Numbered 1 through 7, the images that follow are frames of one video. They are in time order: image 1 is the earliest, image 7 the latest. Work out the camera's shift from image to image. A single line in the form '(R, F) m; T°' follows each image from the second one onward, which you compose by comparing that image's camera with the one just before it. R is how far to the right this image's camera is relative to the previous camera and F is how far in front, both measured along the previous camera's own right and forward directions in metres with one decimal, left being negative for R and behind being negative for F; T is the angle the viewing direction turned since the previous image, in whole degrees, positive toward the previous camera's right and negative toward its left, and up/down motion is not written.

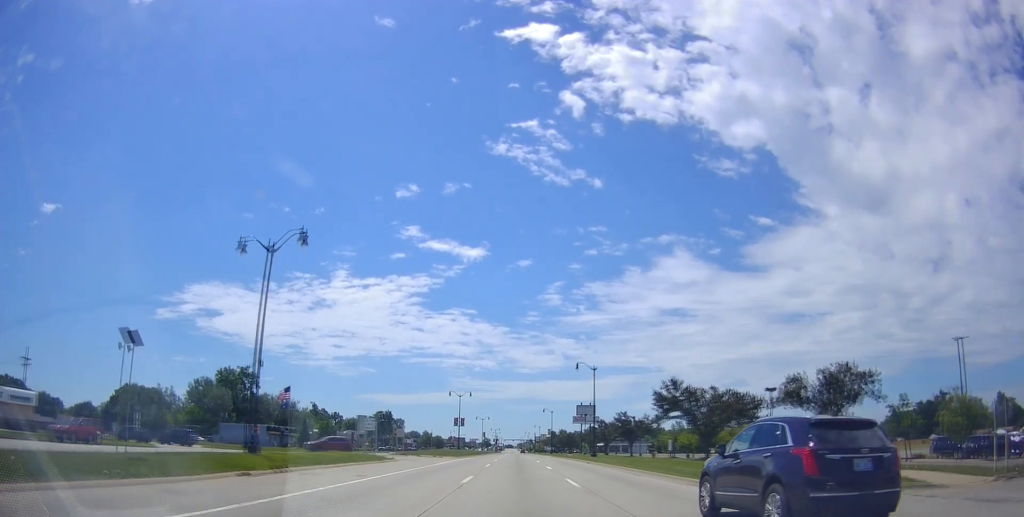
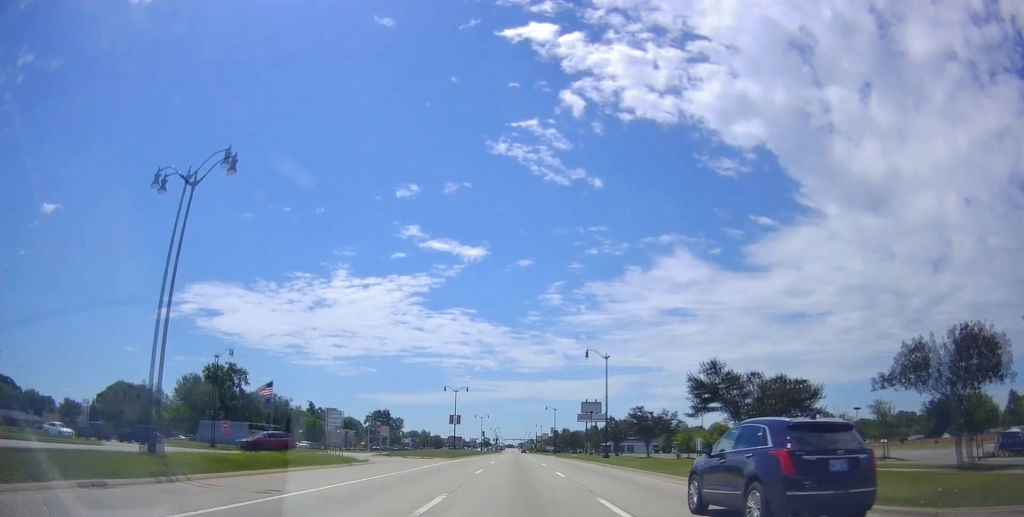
(0.0, +8.7) m; 0°
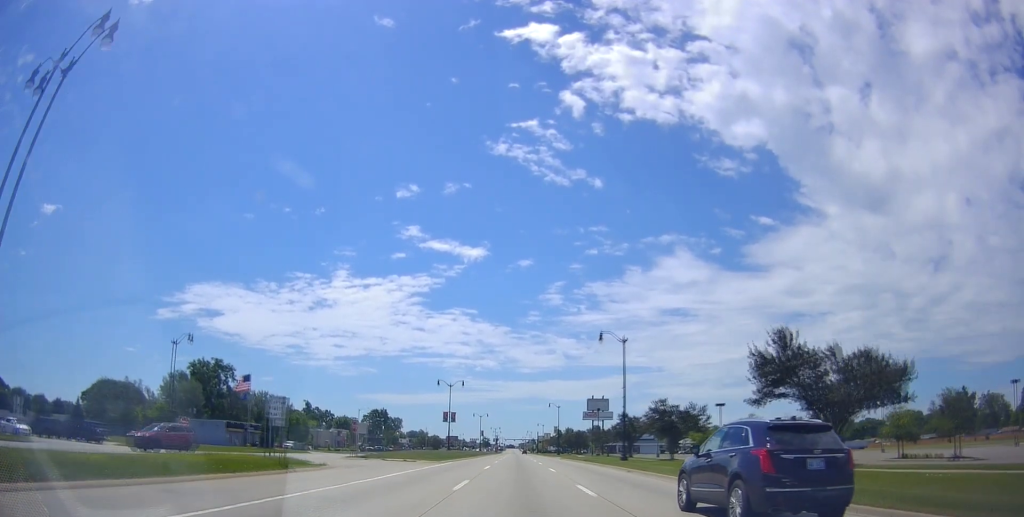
(0.0, +9.2) m; 0°
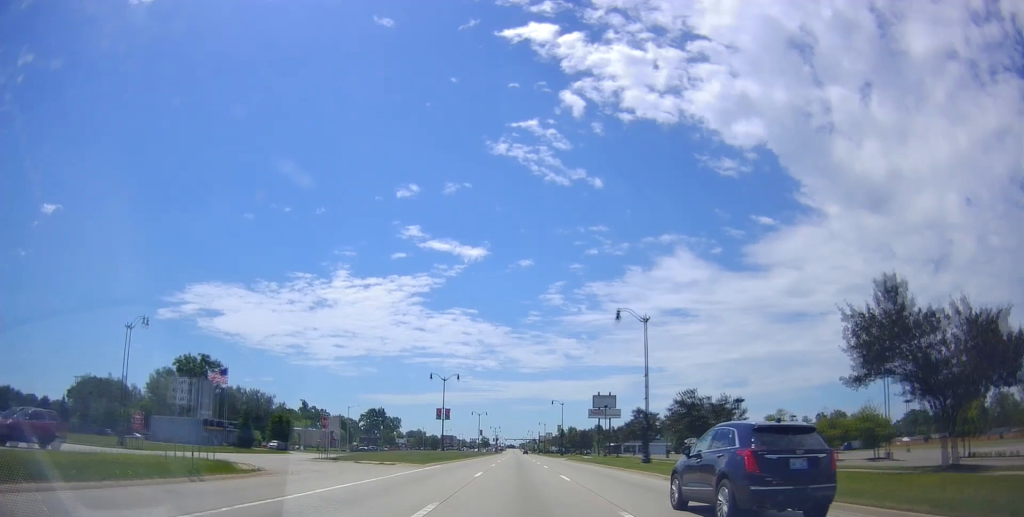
(0.0, +8.3) m; 0°
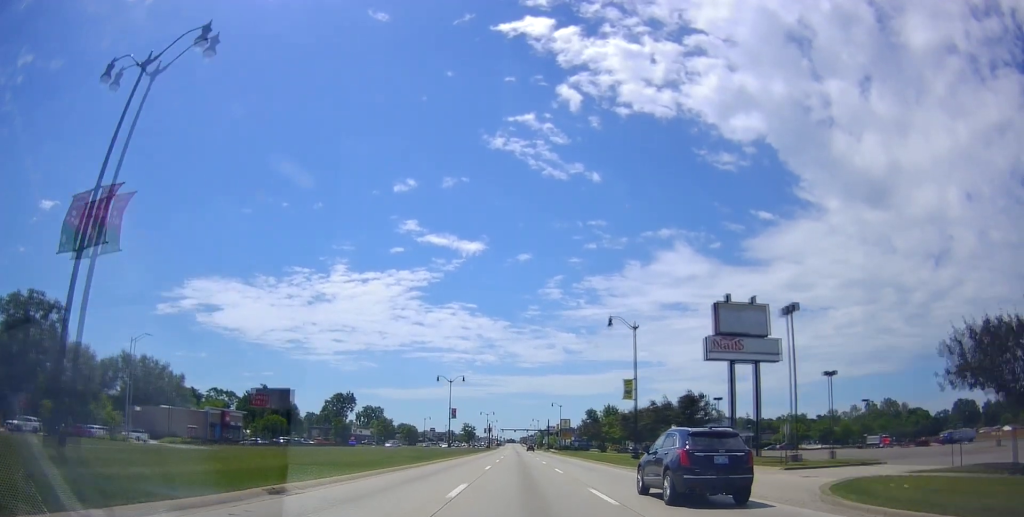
(-1.6, +71.0) m; -2°
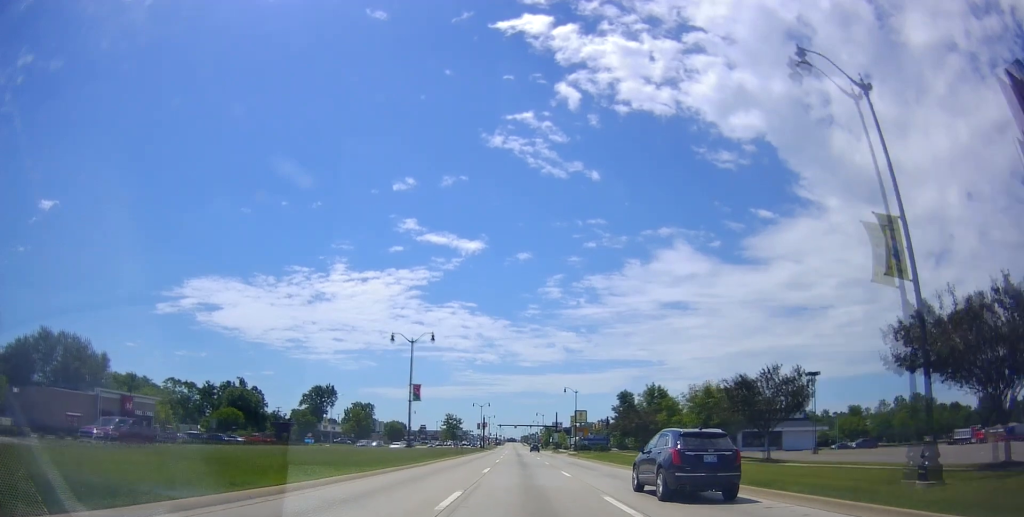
(+0.8, +33.9) m; 0°
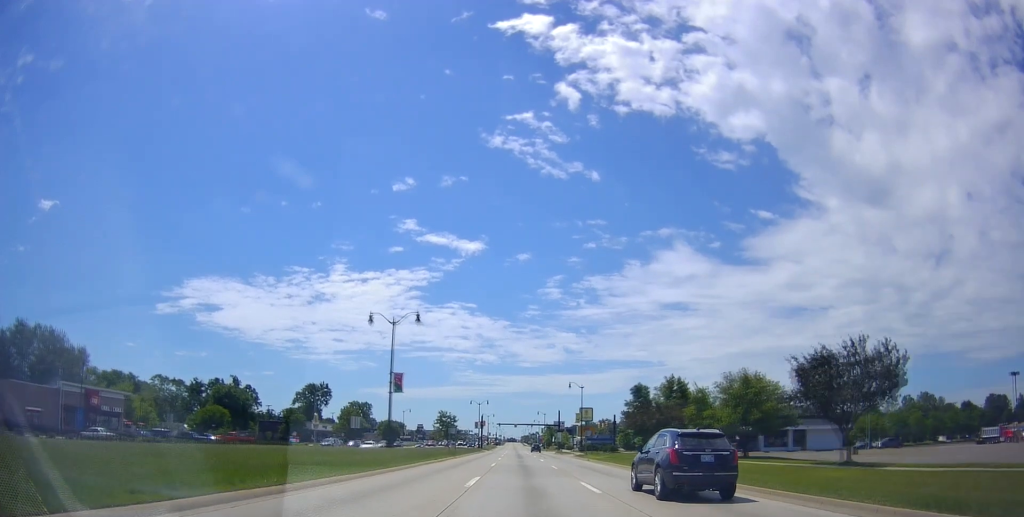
(-0.2, +8.9) m; 0°
